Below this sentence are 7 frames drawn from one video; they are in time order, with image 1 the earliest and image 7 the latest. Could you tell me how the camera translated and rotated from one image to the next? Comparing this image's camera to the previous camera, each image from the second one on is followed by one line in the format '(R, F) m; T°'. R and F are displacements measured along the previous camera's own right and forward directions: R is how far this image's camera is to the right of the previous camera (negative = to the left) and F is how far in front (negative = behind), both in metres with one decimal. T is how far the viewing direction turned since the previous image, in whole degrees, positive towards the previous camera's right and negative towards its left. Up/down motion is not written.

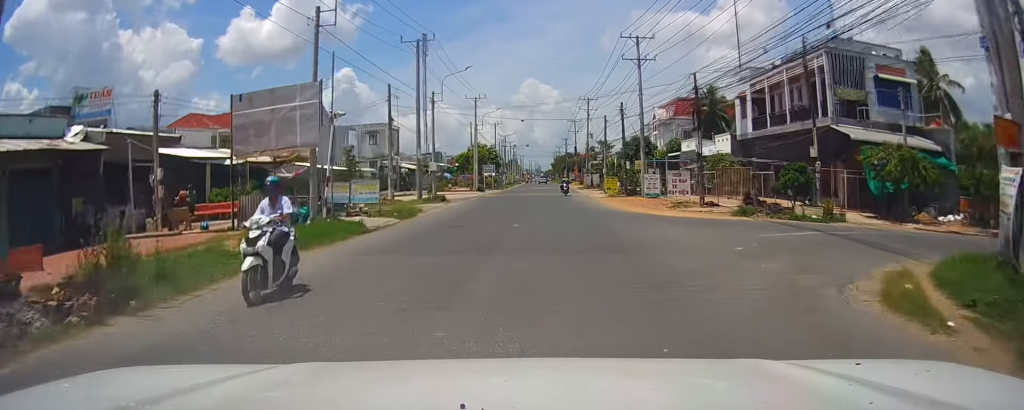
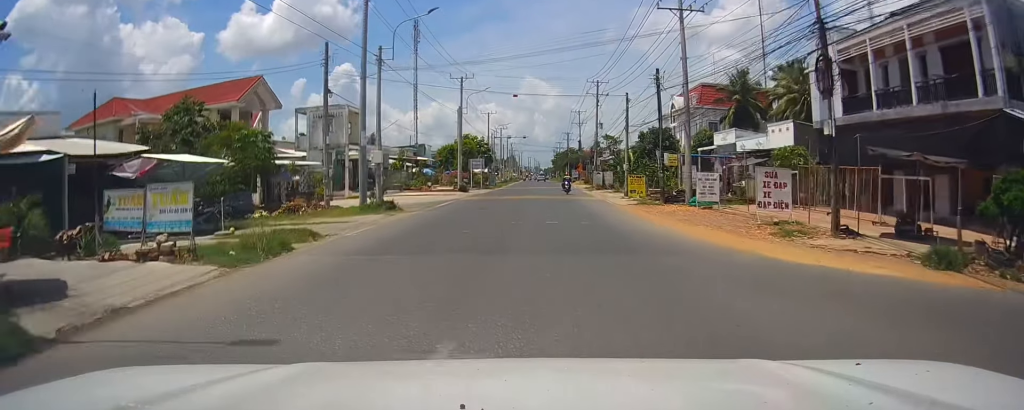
(0.0, +14.4) m; -2°
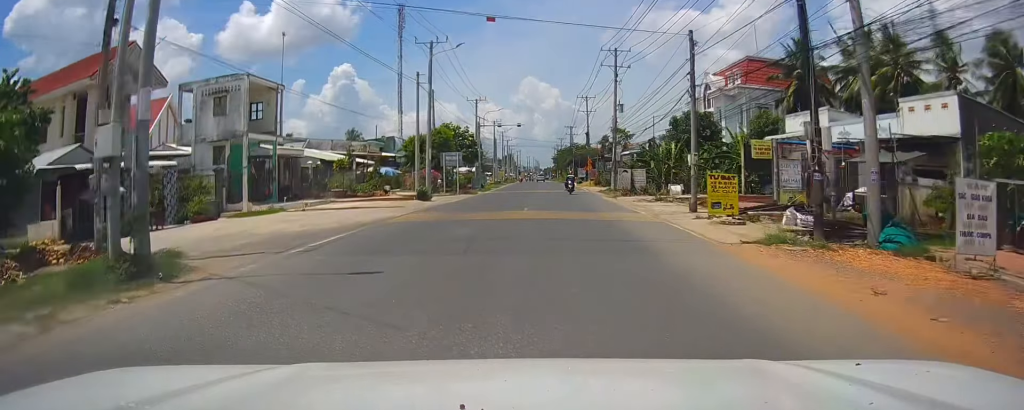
(-0.7, +18.5) m; 0°
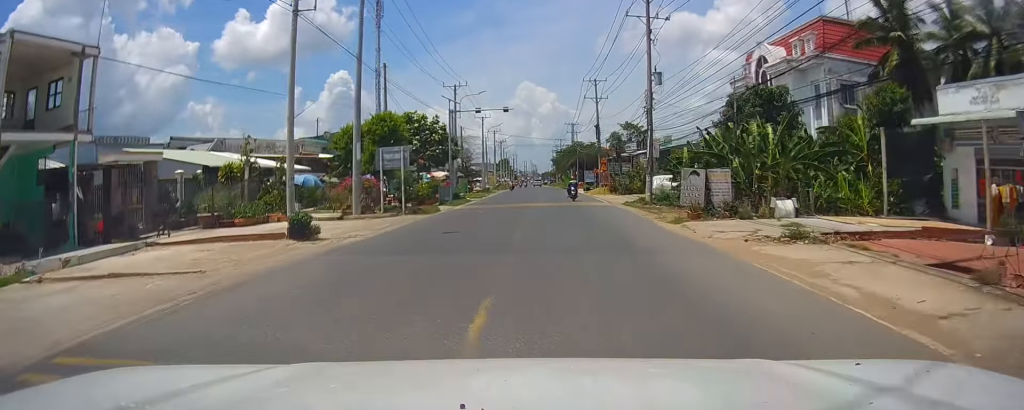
(+0.8, +17.7) m; +2°
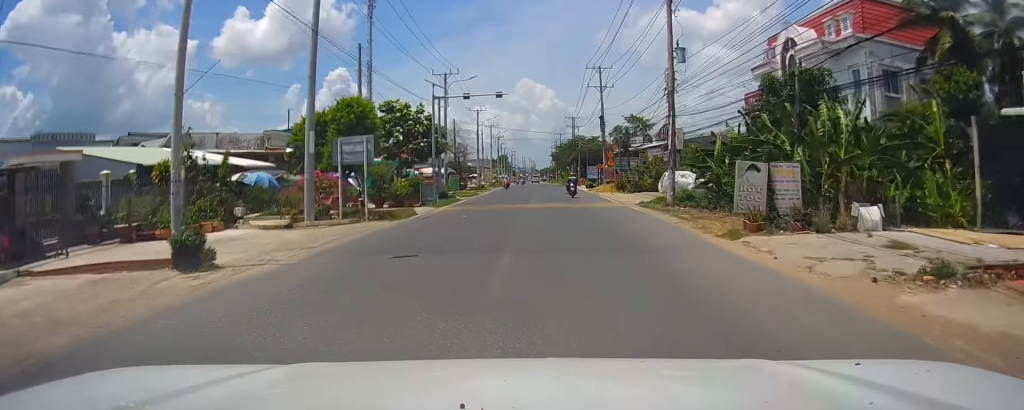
(-0.1, +6.2) m; -1°
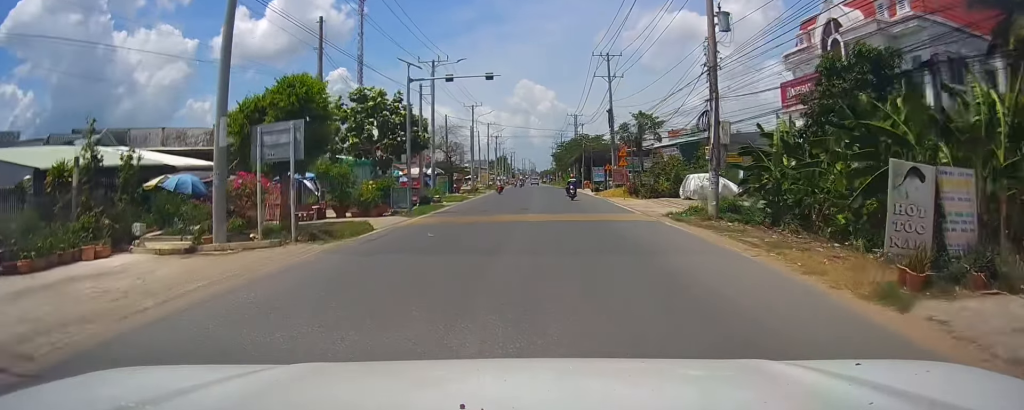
(0.0, +7.5) m; -1°
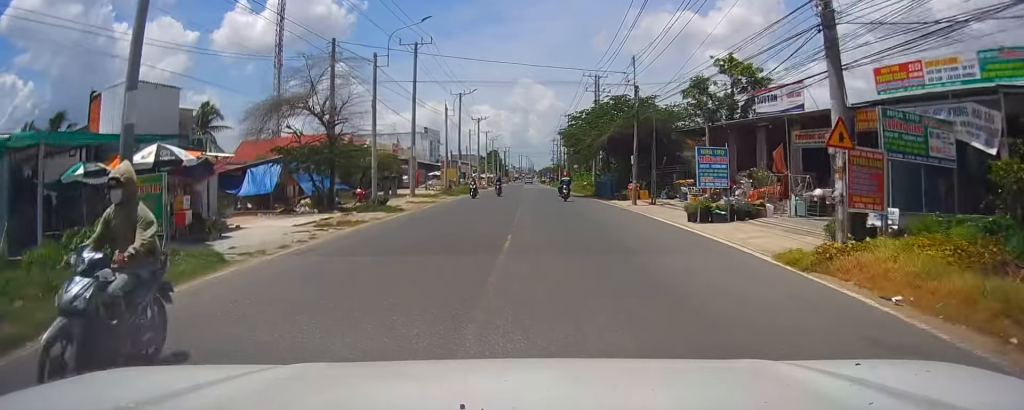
(+0.8, +42.3) m; +1°
